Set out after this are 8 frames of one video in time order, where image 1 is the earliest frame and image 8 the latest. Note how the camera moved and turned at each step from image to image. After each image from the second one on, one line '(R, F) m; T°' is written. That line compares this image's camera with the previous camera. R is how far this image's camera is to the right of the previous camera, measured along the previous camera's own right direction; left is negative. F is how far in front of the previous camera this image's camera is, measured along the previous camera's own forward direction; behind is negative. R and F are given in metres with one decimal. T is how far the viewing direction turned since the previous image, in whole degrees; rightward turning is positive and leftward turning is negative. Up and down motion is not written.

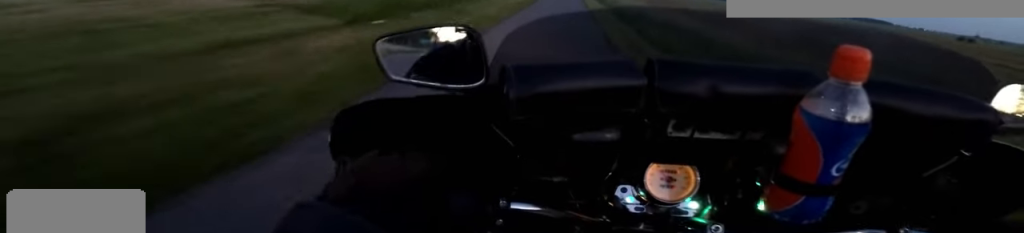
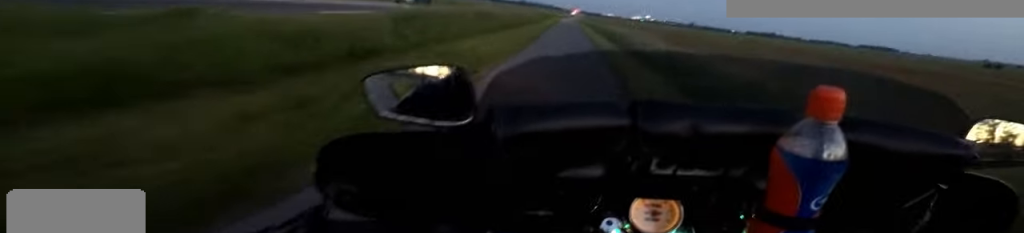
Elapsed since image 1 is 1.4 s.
(+0.4, +14.8) m; -1°
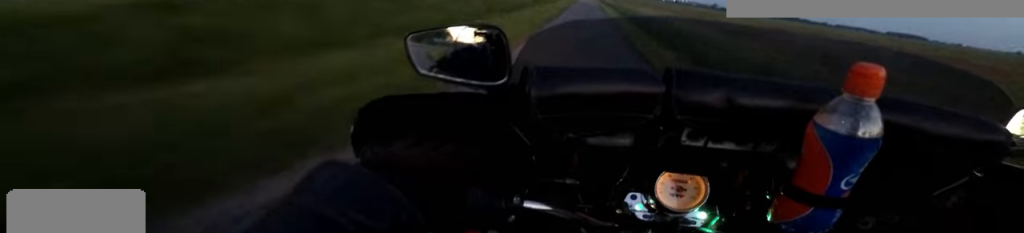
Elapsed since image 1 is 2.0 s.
(-0.3, +6.4) m; -1°
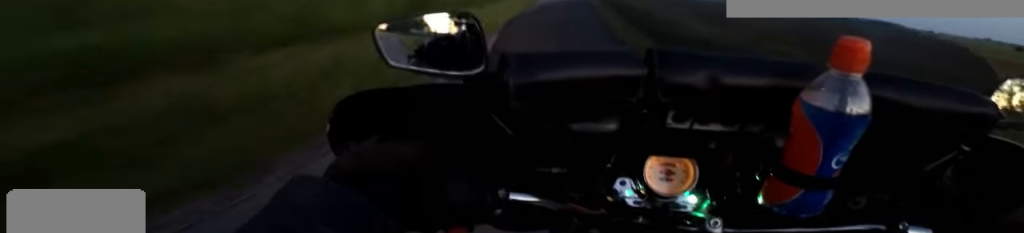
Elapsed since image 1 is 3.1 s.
(+0.2, +13.2) m; -2°
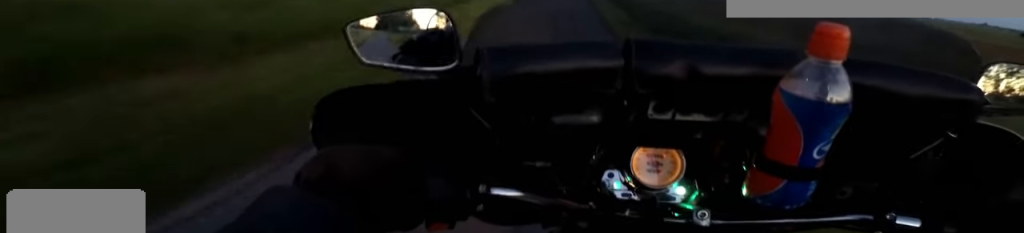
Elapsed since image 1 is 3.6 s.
(-0.3, +5.6) m; -1°
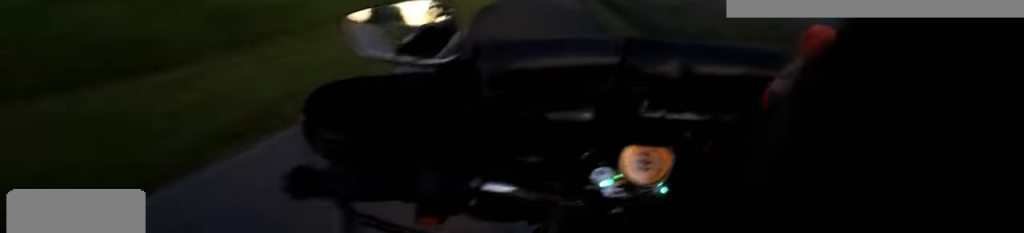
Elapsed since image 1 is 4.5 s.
(-0.1, +11.2) m; +1°
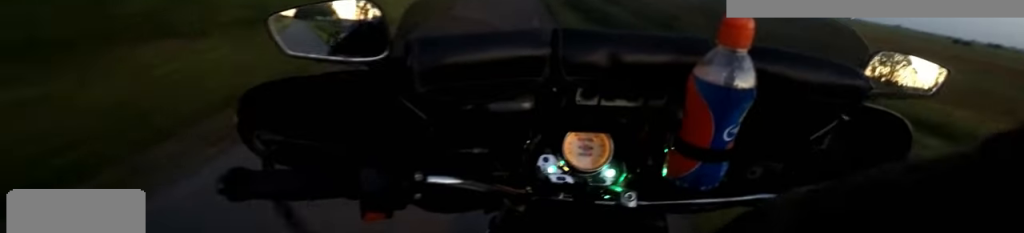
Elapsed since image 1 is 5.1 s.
(0.0, +7.2) m; +1°
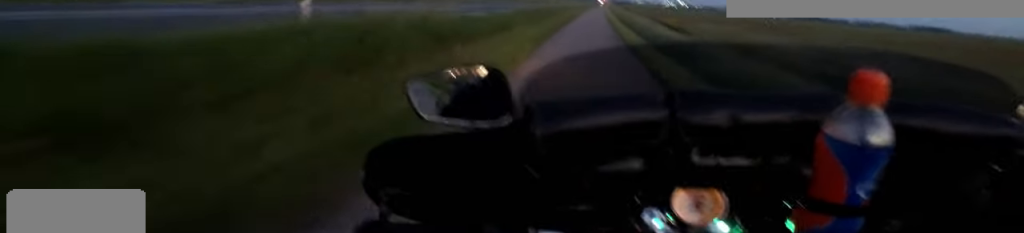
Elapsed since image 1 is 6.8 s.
(-0.4, +22.2) m; 0°
